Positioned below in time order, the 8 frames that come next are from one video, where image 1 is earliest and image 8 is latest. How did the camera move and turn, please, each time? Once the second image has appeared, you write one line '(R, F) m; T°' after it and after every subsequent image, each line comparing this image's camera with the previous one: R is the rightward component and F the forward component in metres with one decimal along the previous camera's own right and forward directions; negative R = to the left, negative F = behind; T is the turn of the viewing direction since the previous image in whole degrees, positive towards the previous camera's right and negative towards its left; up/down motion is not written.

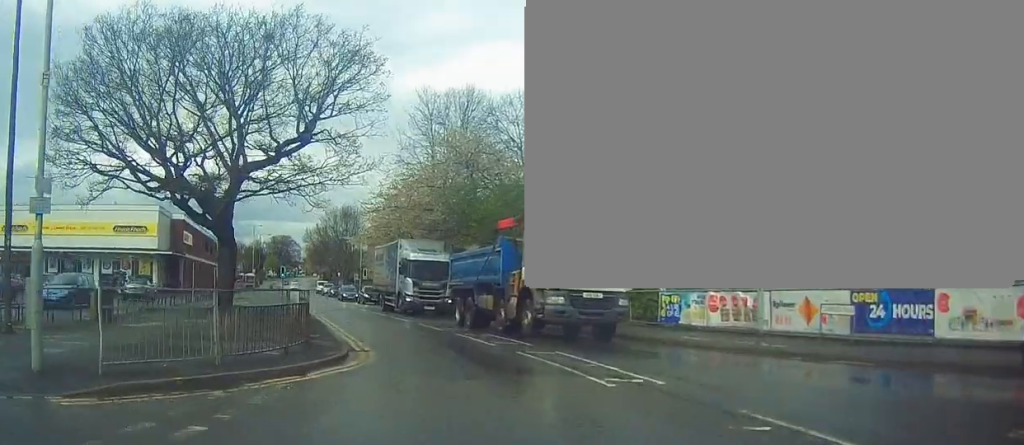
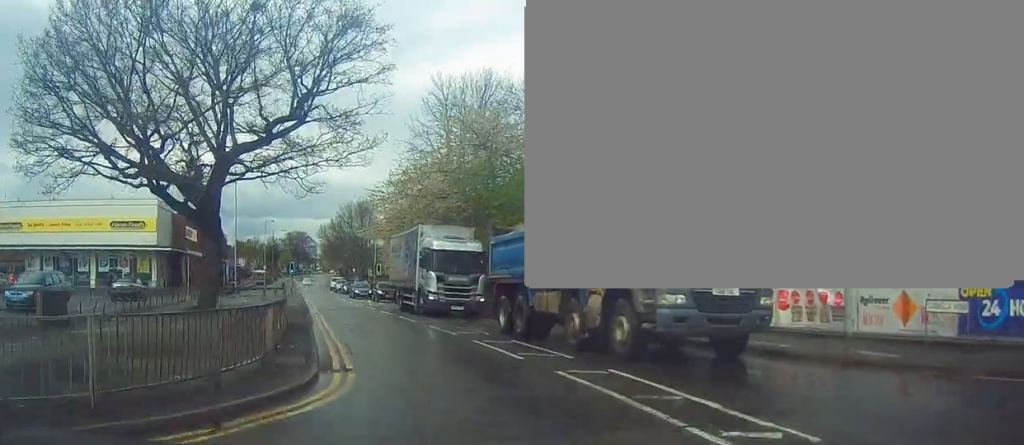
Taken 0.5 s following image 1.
(0.0, +3.8) m; -3°
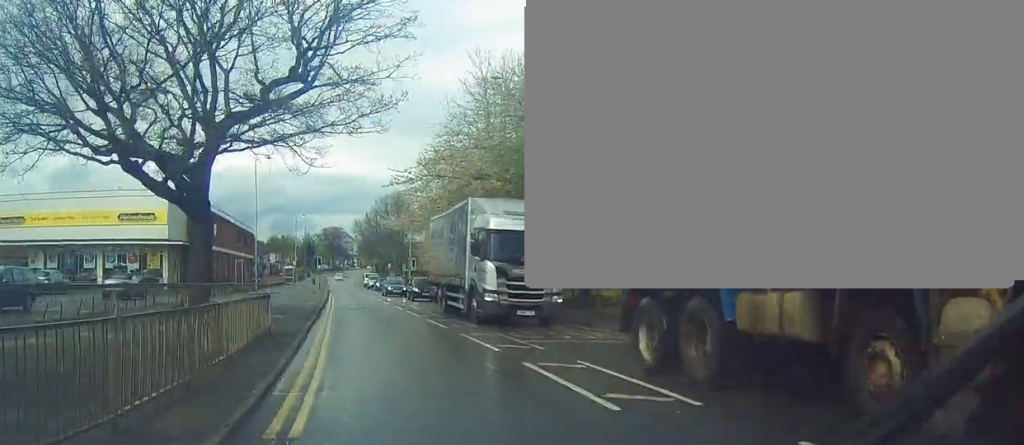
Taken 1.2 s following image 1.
(-0.3, +5.0) m; -4°
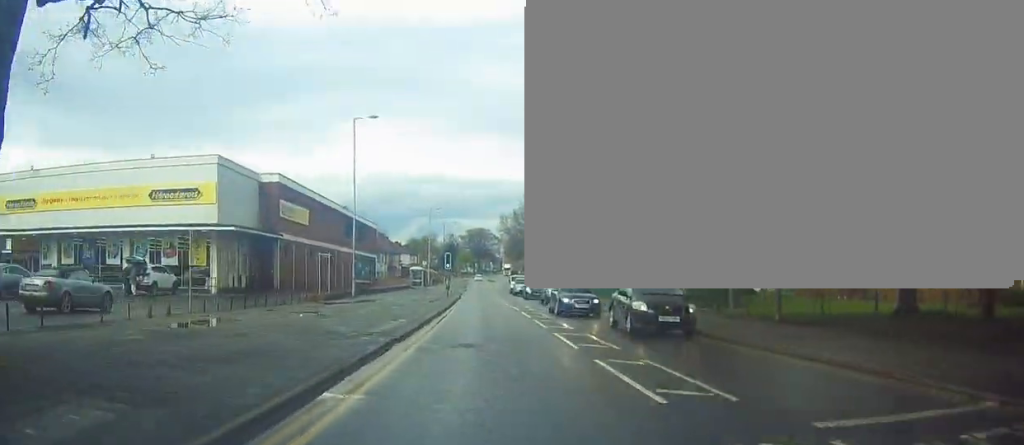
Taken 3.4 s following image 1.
(-1.7, +16.6) m; -11°
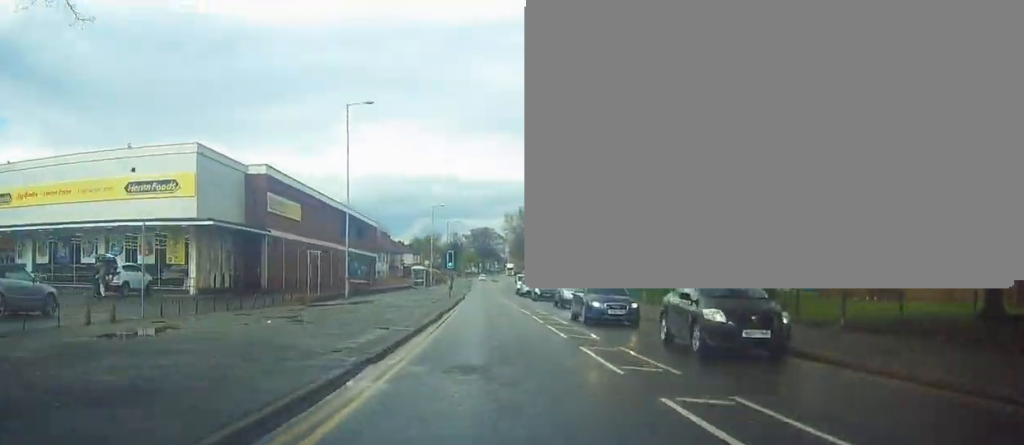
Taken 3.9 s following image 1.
(-0.1, +3.6) m; -1°
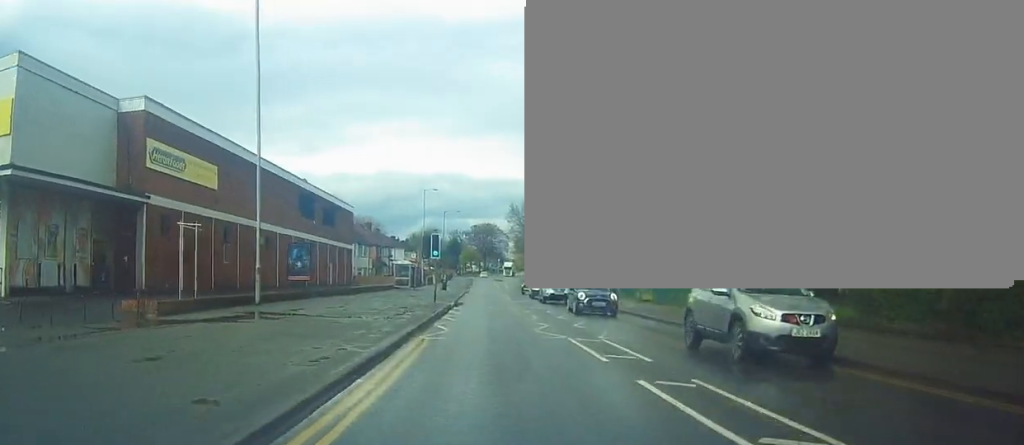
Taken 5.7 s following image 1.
(-0.4, +16.5) m; -1°
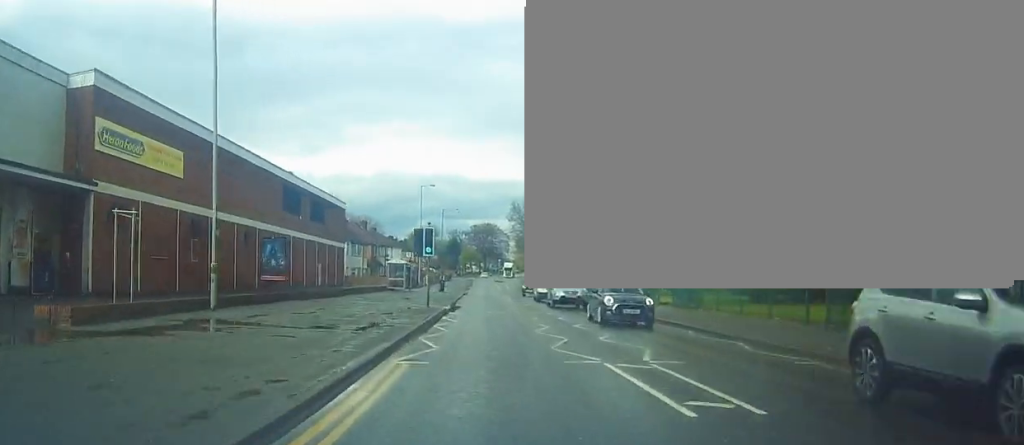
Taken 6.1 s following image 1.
(+0.1, +4.3) m; 0°
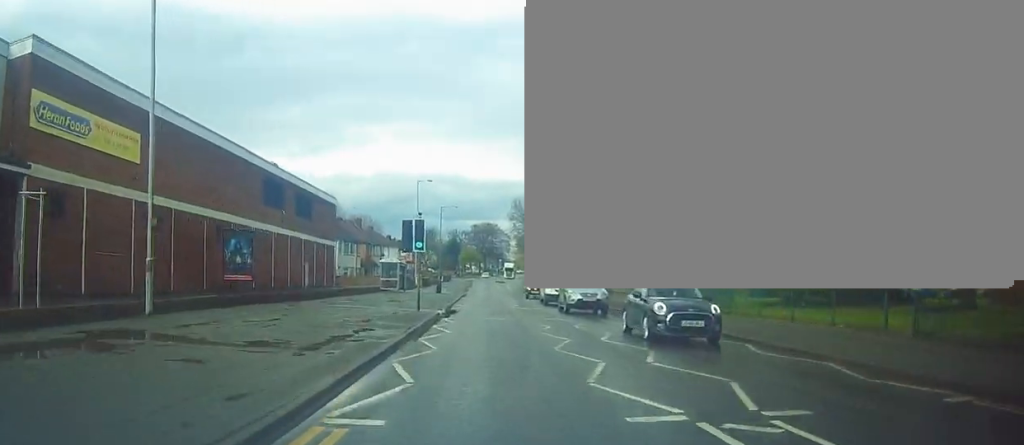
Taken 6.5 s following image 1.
(+0.2, +4.4) m; 0°
